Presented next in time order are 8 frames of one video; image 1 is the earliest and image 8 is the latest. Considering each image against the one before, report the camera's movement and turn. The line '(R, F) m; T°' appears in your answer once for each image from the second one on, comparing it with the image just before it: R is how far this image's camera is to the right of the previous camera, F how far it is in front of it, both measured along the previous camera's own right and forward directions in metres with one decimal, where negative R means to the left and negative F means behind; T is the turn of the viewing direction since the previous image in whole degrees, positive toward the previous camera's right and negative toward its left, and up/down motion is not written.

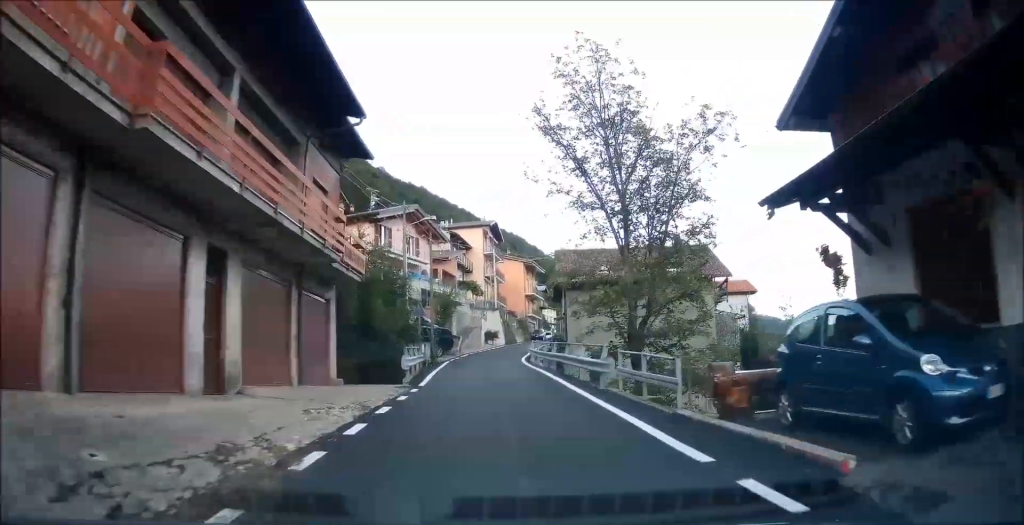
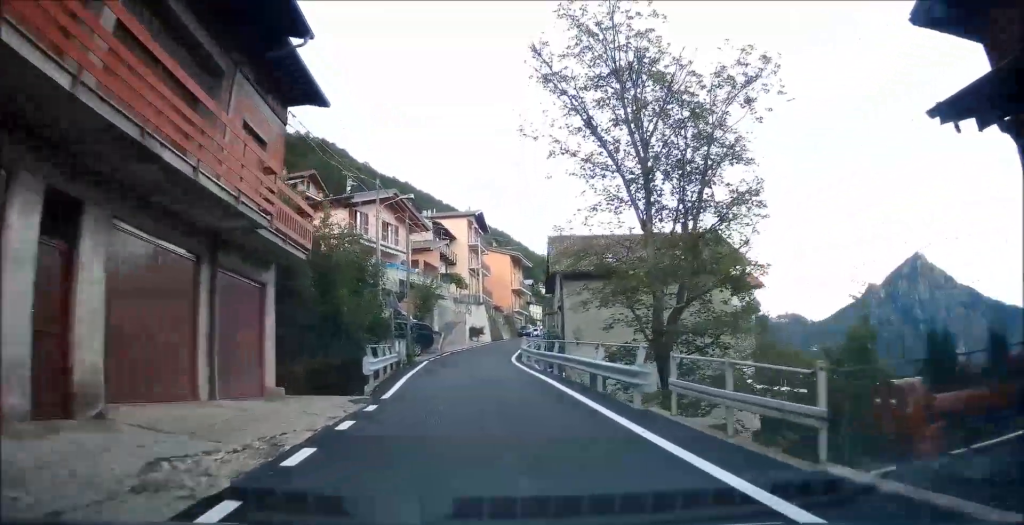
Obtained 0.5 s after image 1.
(+0.1, +4.9) m; 0°
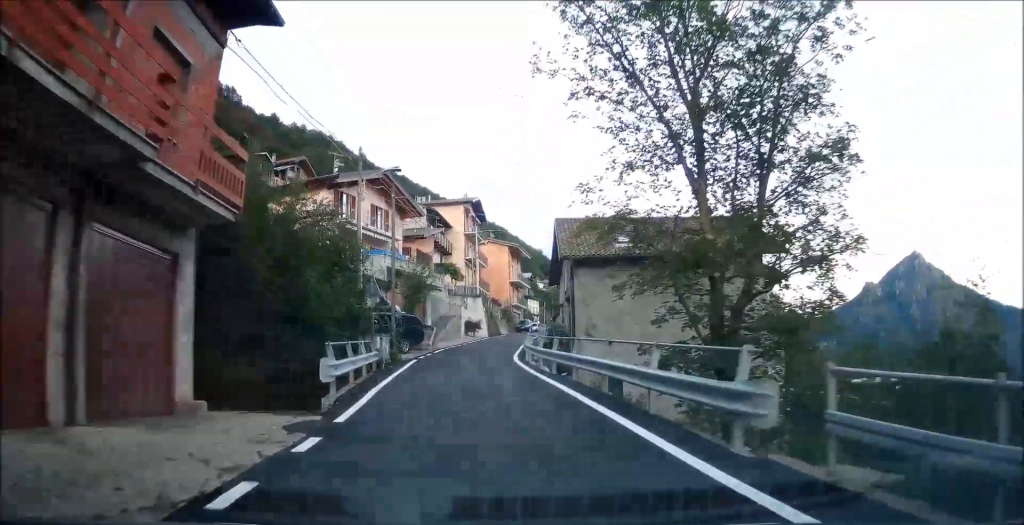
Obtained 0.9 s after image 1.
(-0.2, +4.5) m; -1°
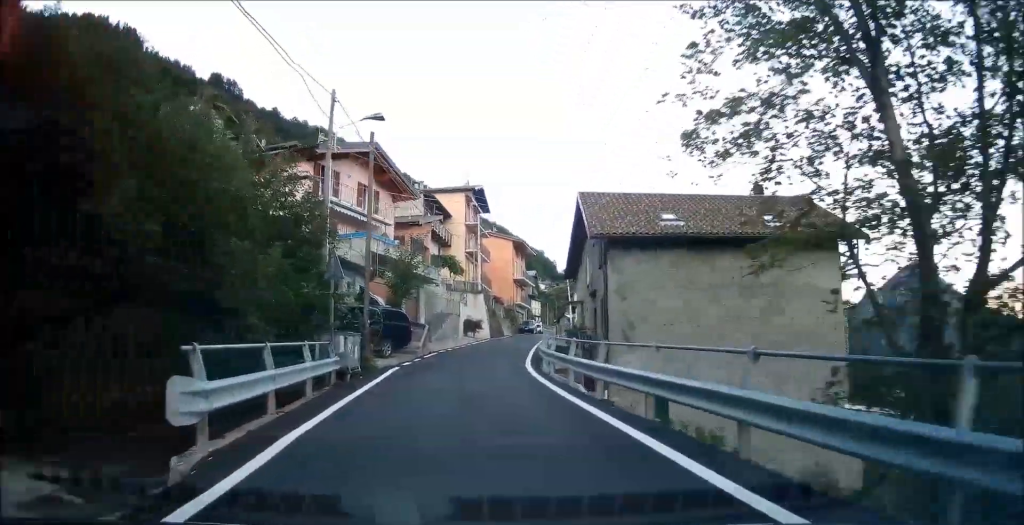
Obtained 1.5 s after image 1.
(-0.1, +6.7) m; 0°
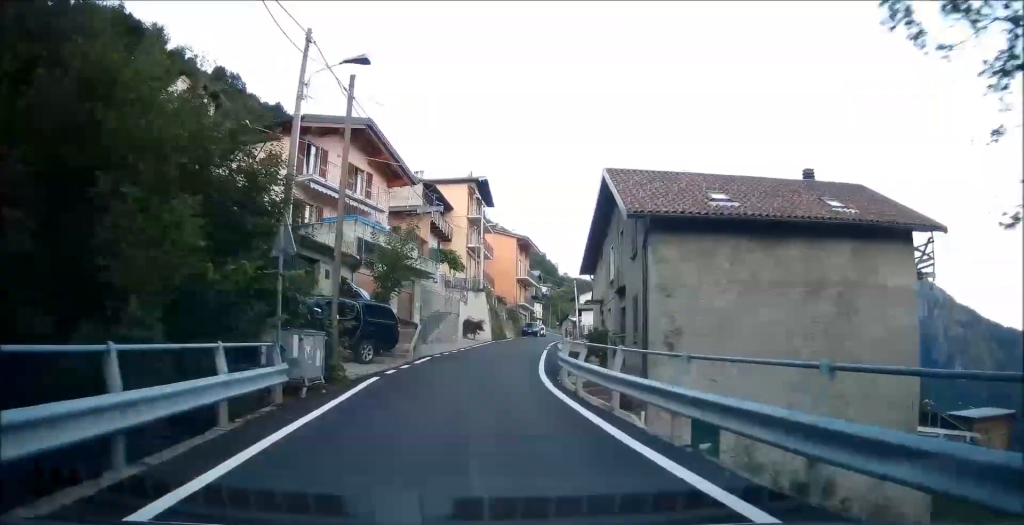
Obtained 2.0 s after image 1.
(-0.1, +4.6) m; +1°
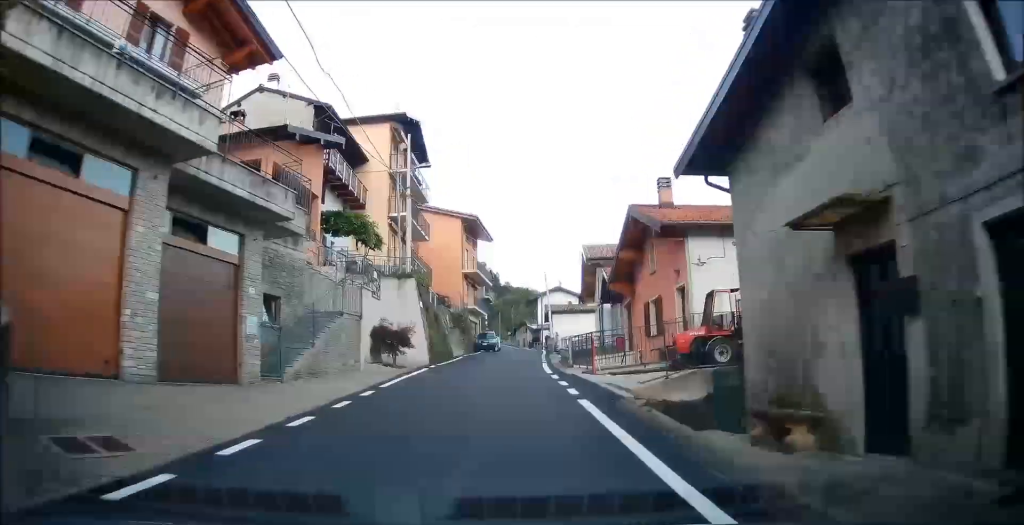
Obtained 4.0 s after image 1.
(+1.9, +21.5) m; +7°
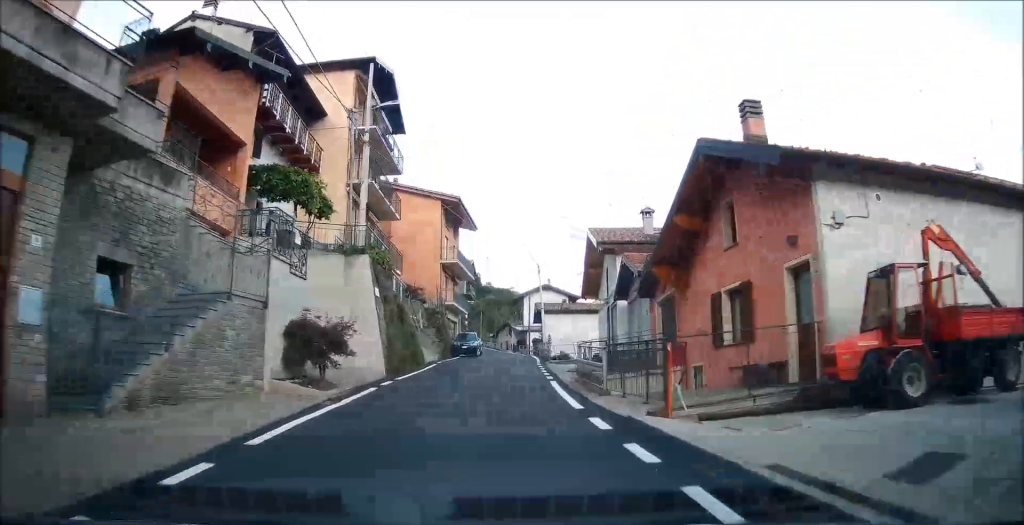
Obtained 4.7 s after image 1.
(-0.1, +8.3) m; +1°
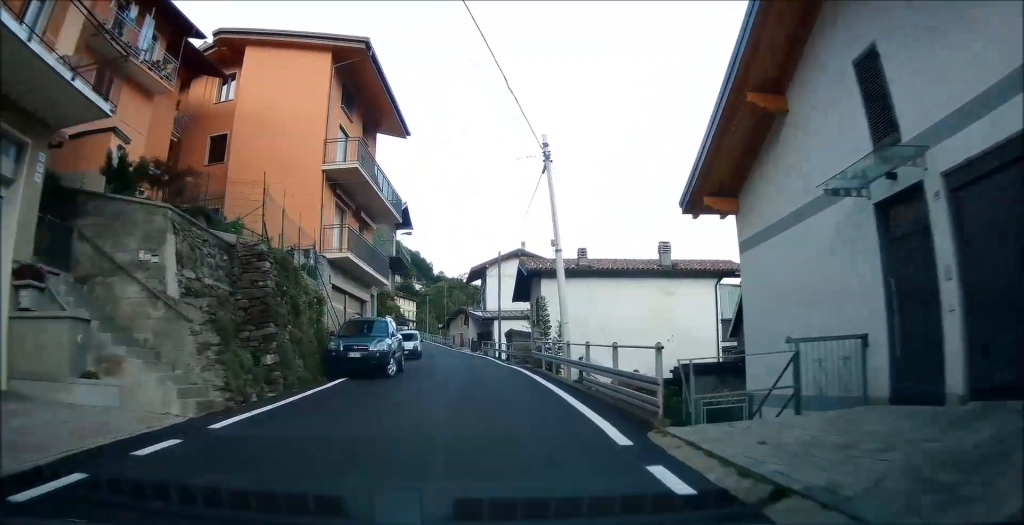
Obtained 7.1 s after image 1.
(+1.2, +26.4) m; +6°
